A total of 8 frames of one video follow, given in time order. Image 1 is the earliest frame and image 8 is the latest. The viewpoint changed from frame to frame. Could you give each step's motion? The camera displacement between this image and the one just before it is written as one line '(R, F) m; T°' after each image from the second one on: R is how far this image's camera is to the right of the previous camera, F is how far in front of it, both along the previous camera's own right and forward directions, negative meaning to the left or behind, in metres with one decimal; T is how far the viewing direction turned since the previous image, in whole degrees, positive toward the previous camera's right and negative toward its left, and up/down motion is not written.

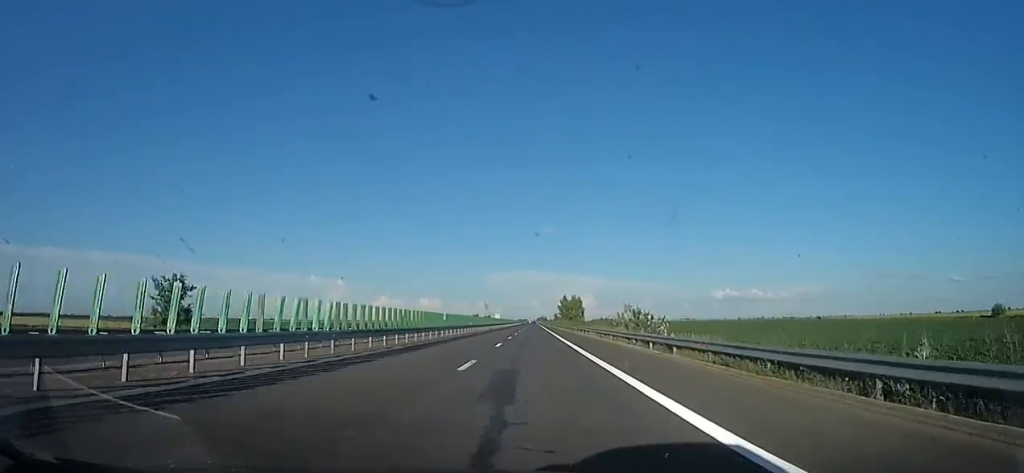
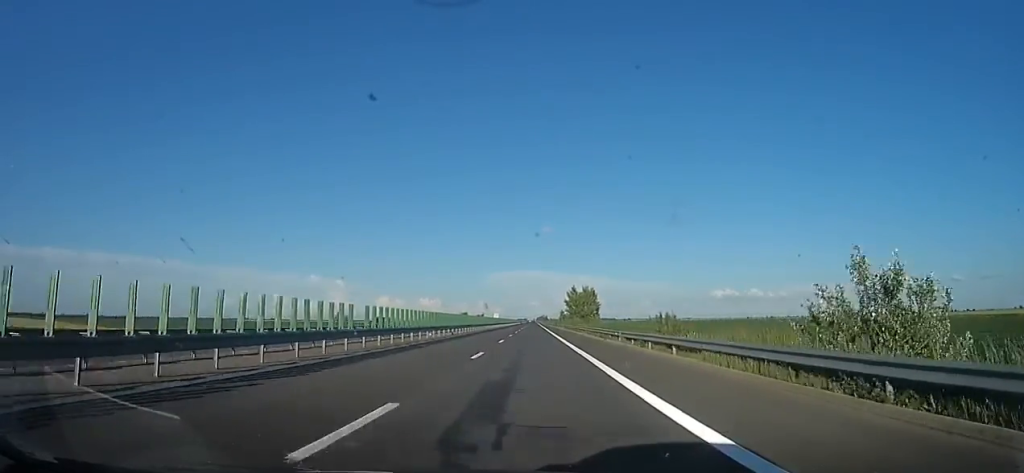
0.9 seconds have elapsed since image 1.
(+0.4, +32.4) m; +2°
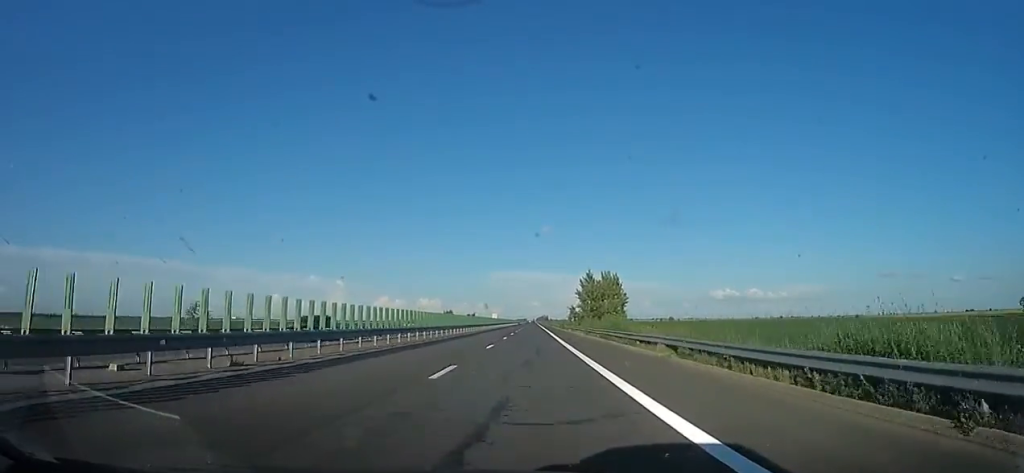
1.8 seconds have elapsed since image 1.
(+0.7, +29.9) m; 0°
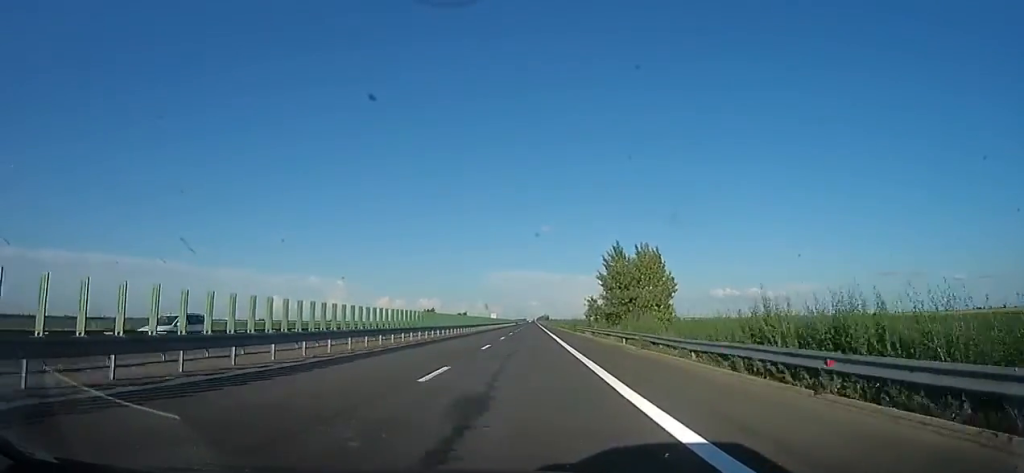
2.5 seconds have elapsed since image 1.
(-1.0, +24.8) m; -1°
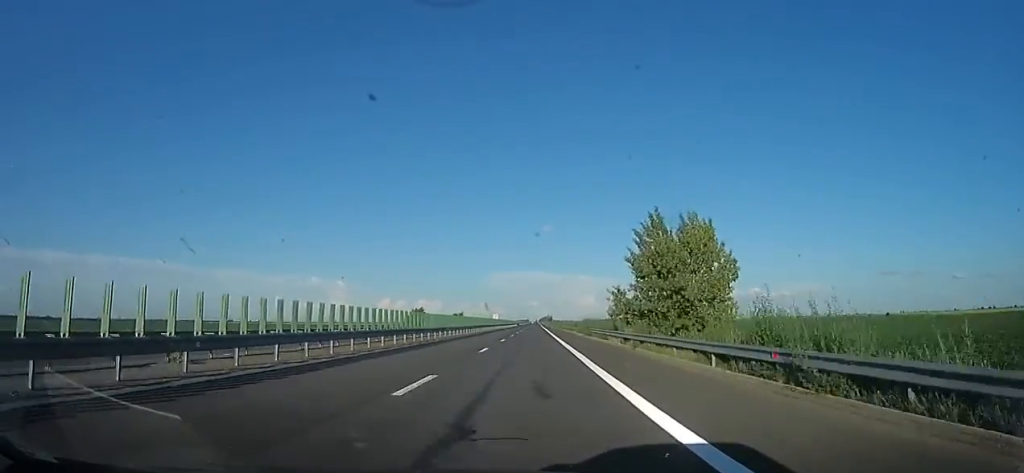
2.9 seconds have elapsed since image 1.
(+0.1, +13.8) m; 0°
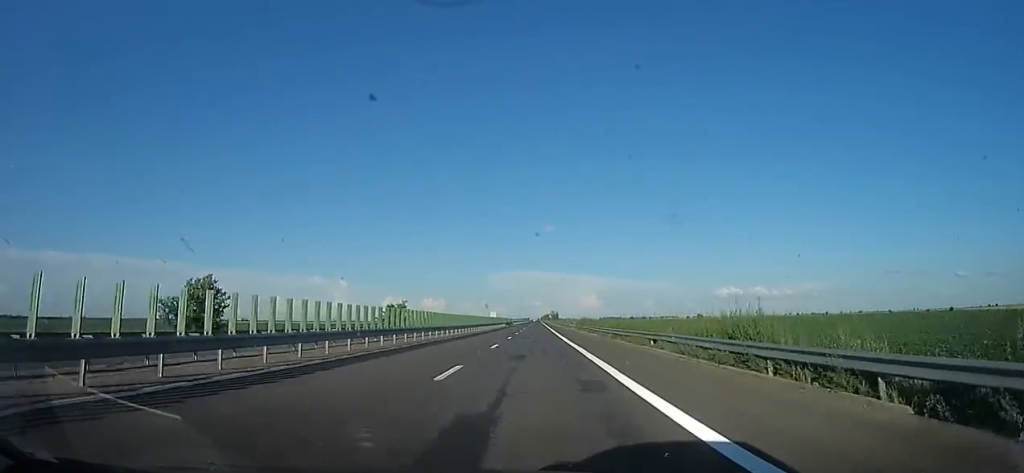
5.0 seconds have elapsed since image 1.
(+0.5, +70.8) m; 0°
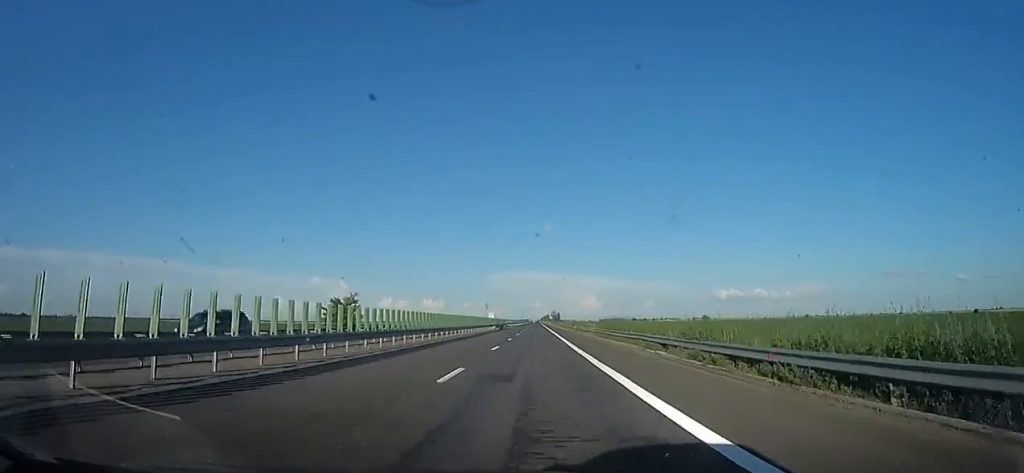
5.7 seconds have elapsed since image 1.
(-0.6, +24.2) m; +1°
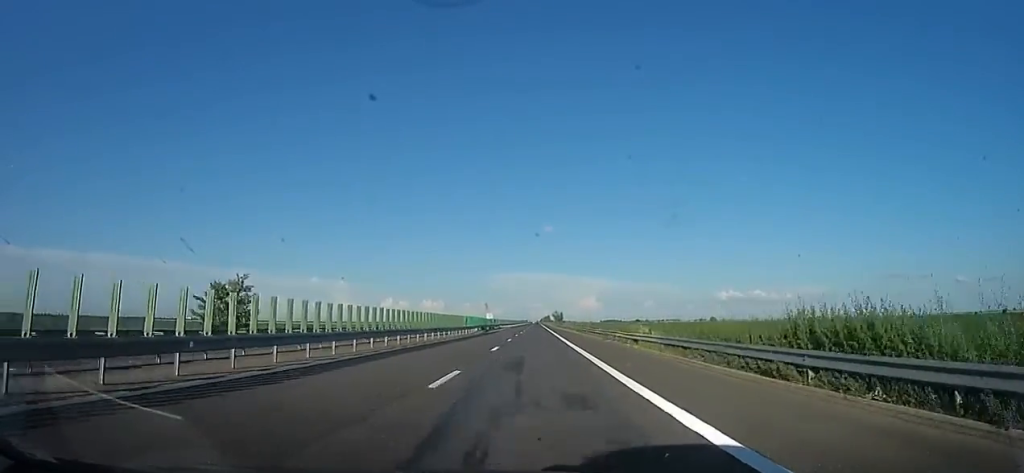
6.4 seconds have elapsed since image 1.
(+1.1, +25.3) m; 0°
